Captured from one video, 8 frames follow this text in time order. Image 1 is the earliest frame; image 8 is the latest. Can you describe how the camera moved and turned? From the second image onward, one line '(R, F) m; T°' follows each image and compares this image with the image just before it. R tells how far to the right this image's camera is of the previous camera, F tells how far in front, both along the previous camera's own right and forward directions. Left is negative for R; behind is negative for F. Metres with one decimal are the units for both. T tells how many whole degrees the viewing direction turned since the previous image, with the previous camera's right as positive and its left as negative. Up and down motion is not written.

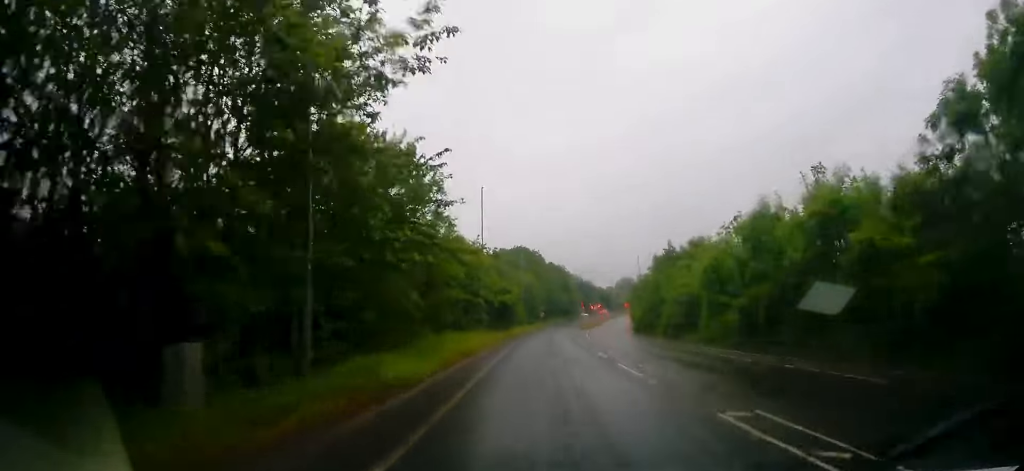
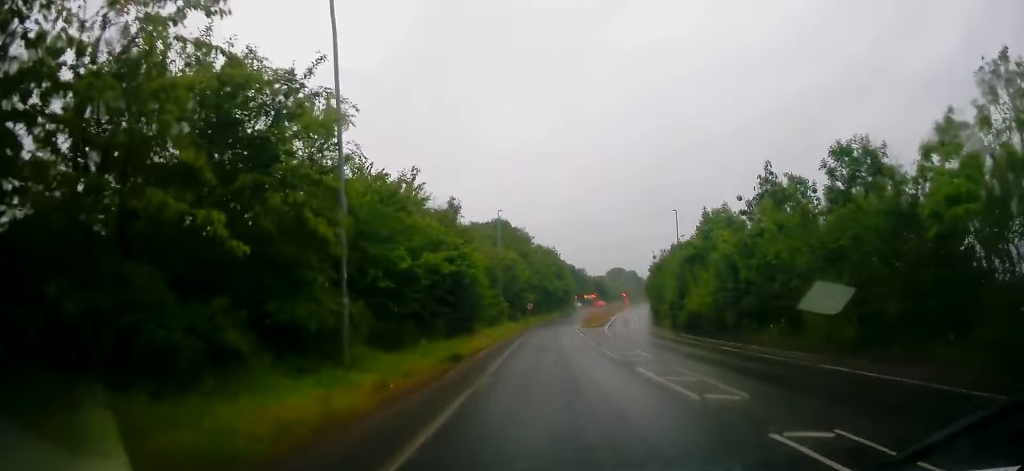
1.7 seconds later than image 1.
(+0.4, +28.3) m; +3°
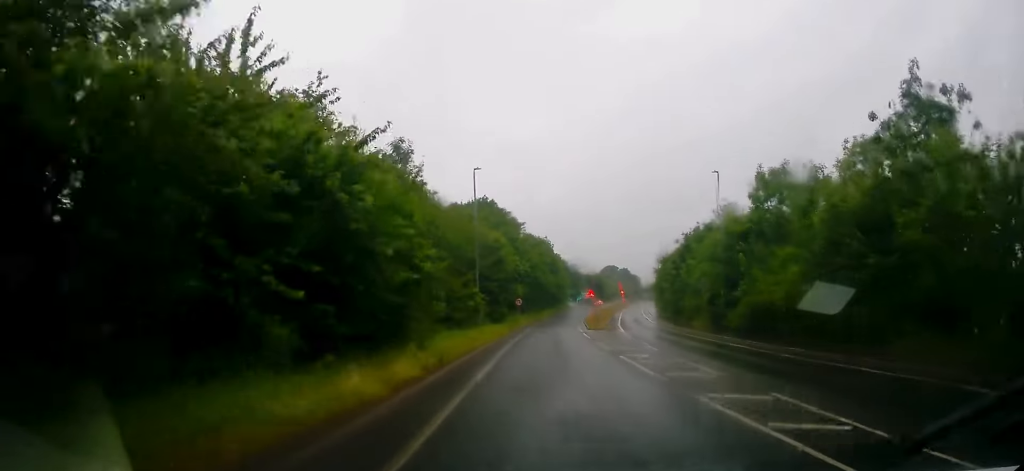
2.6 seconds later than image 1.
(+0.4, +14.6) m; +1°
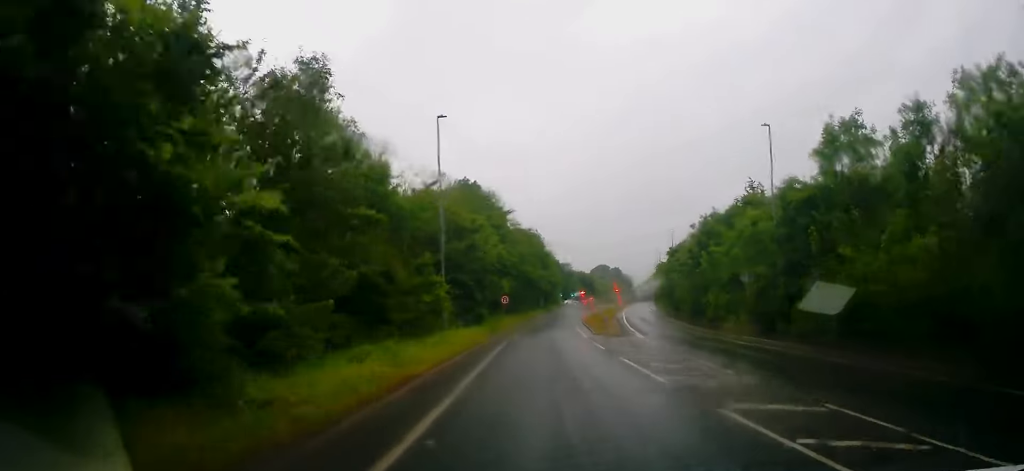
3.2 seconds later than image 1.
(+0.1, +10.5) m; 0°
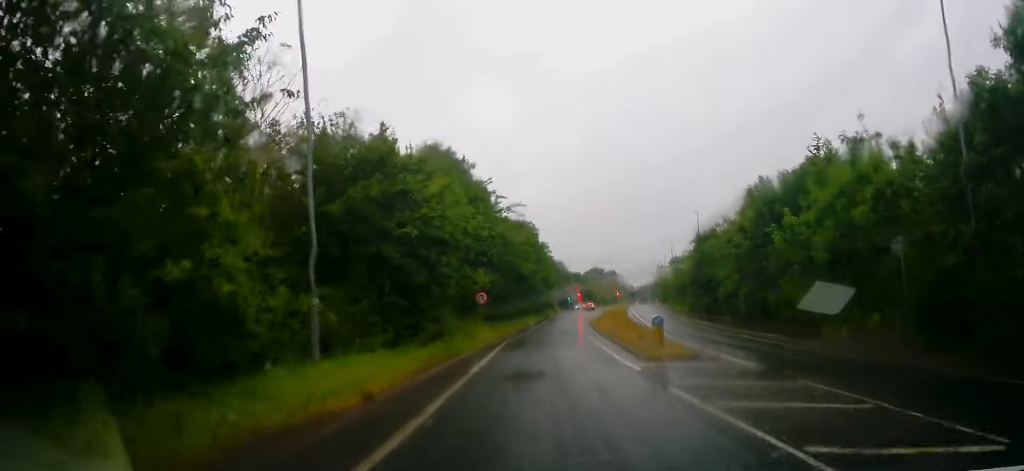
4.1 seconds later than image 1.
(0.0, +15.3) m; 0°
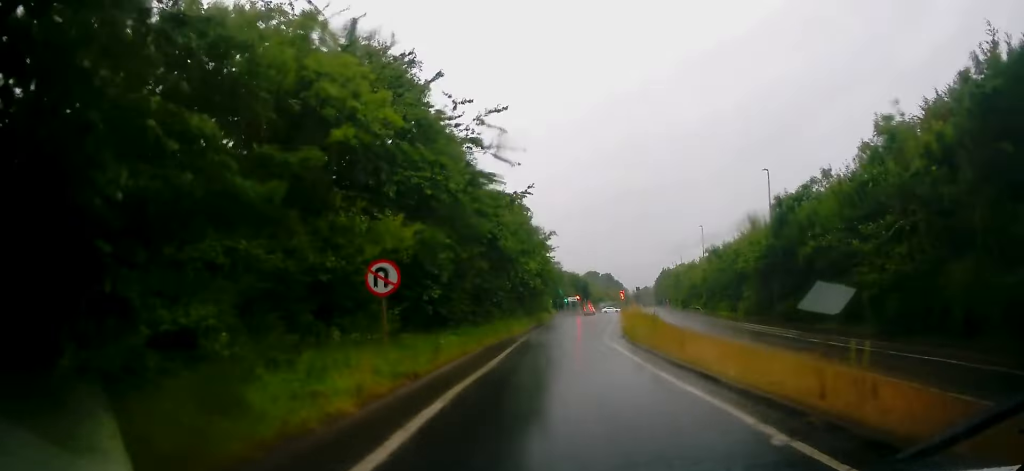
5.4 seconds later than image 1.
(0.0, +20.5) m; +1°
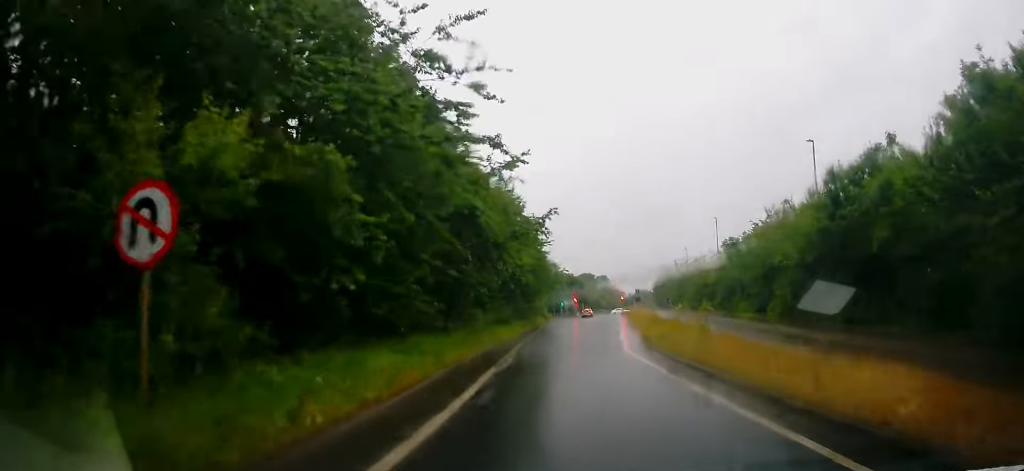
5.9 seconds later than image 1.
(0.0, +8.0) m; +1°
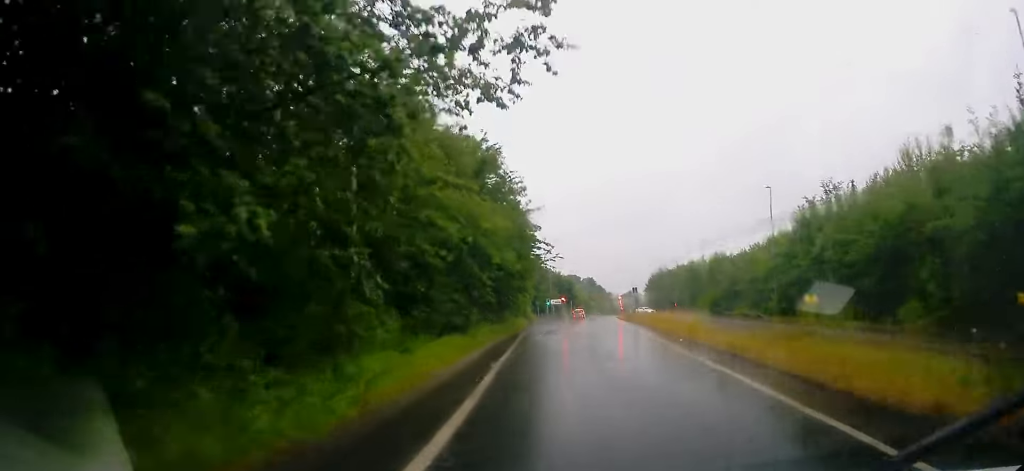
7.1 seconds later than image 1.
(+0.3, +19.3) m; +1°
